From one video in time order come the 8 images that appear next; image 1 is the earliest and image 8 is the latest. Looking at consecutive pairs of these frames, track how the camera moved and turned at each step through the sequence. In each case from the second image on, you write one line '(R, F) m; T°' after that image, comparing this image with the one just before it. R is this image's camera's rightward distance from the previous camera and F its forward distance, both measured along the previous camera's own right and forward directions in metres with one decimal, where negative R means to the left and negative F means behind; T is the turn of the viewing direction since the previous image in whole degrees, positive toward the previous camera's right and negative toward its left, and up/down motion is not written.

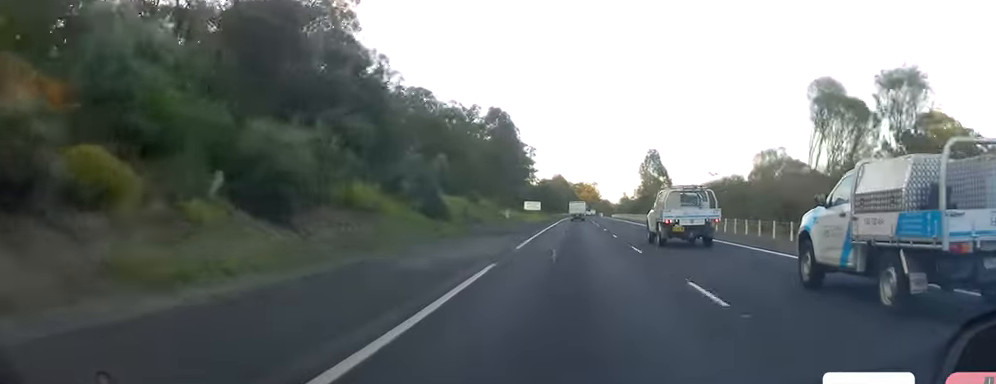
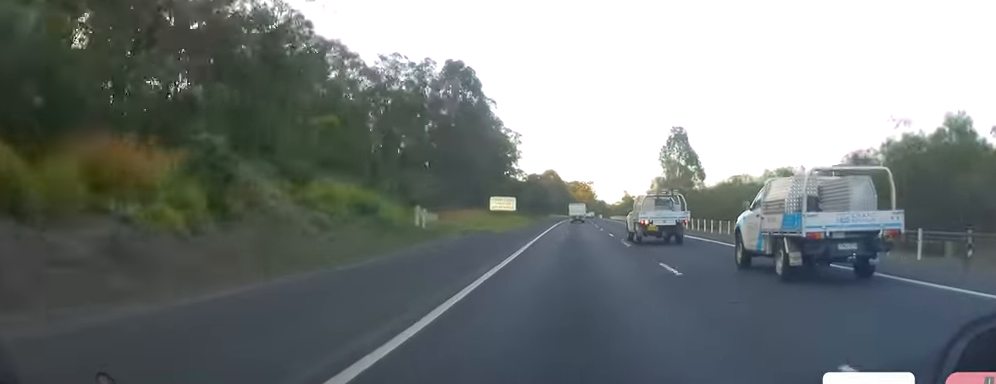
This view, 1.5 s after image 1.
(+0.7, +42.6) m; +2°
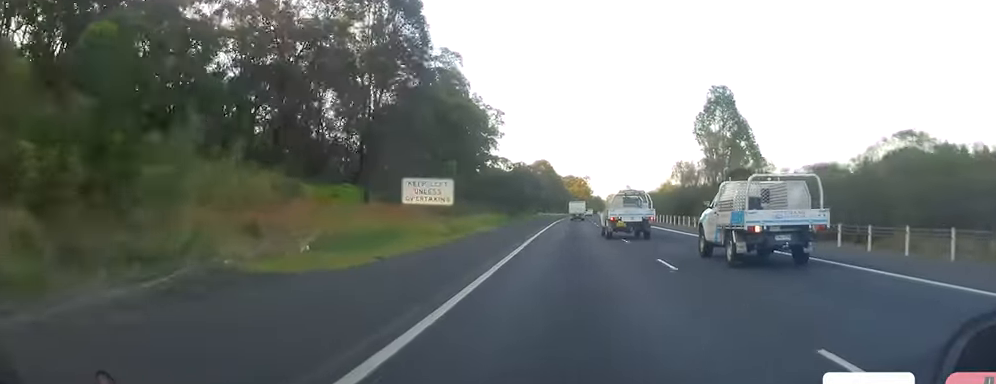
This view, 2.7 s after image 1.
(+0.3, +35.1) m; 0°
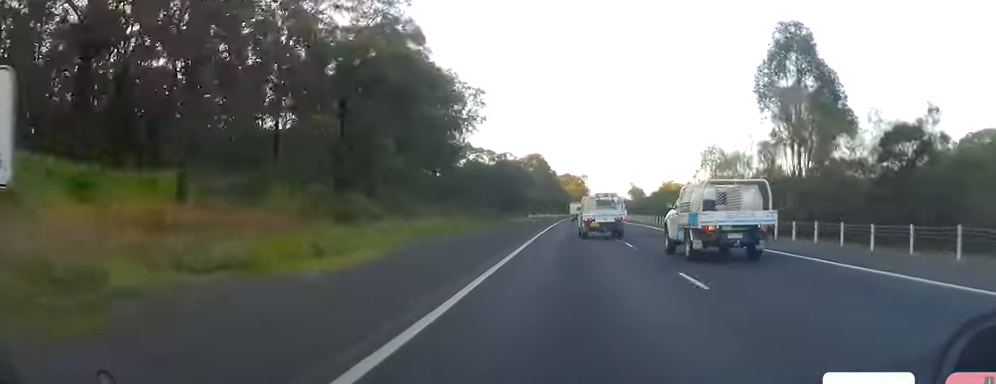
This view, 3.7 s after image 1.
(-0.2, +27.5) m; 0°
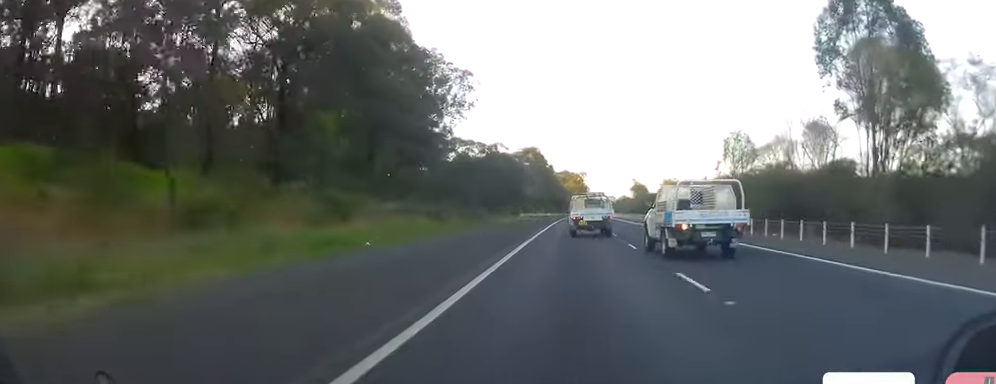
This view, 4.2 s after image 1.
(-0.1, +13.3) m; 0°
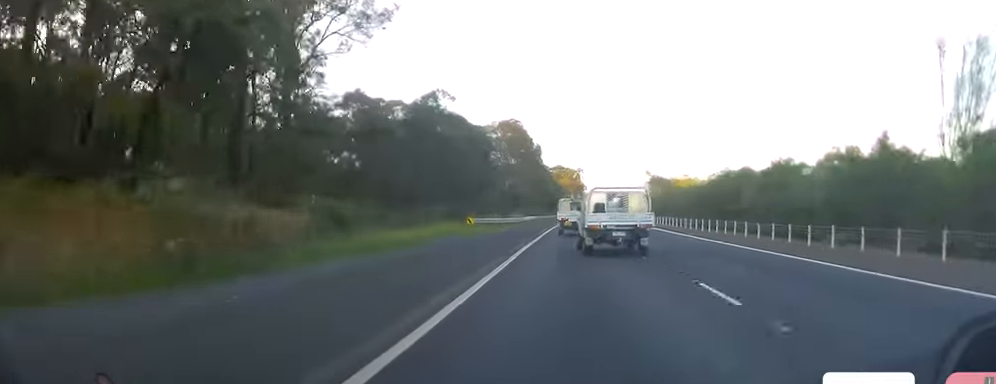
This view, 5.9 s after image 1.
(+0.6, +49.3) m; +1°
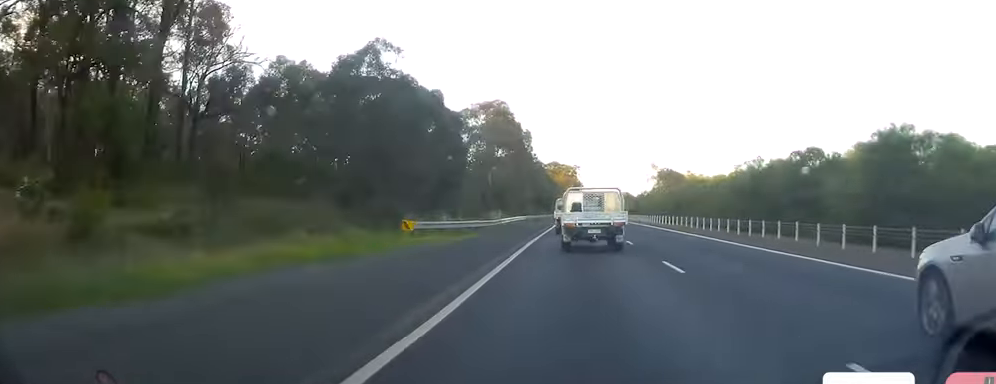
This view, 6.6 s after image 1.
(0.0, +18.9) m; 0°
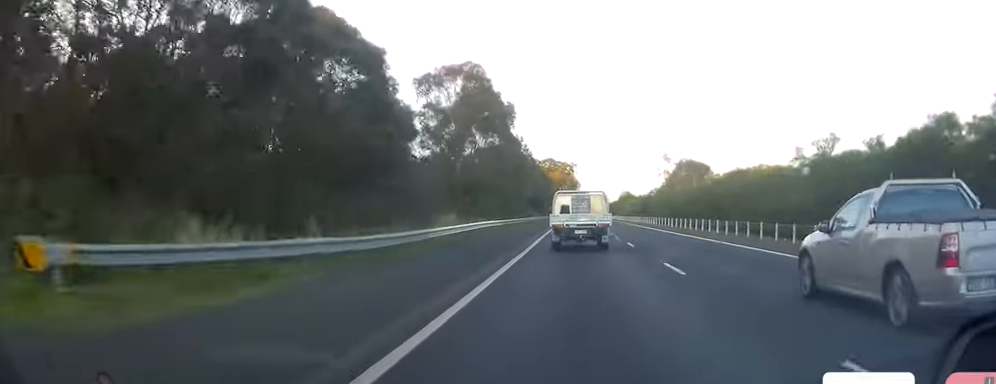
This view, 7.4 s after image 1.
(+0.1, +23.7) m; 0°
